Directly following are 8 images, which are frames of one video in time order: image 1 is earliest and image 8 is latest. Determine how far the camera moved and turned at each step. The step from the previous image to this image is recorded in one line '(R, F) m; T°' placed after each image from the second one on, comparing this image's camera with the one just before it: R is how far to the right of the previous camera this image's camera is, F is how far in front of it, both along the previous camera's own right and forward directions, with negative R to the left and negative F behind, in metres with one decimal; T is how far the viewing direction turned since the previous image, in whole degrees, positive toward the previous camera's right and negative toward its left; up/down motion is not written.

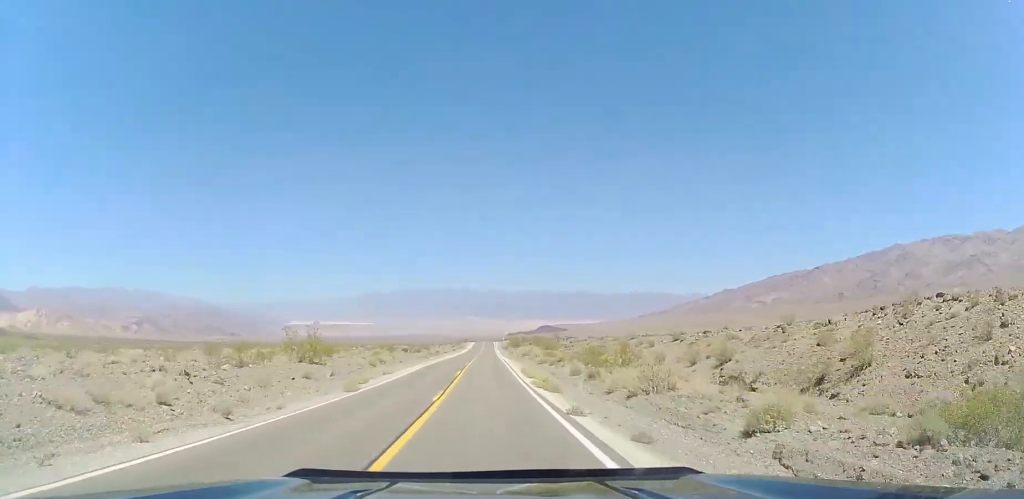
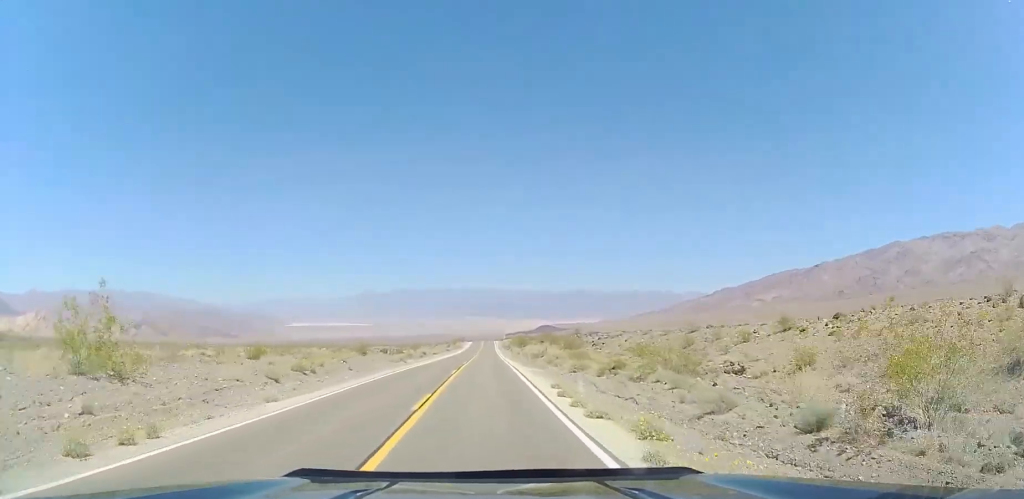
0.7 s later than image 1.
(+0.1, +18.8) m; 0°
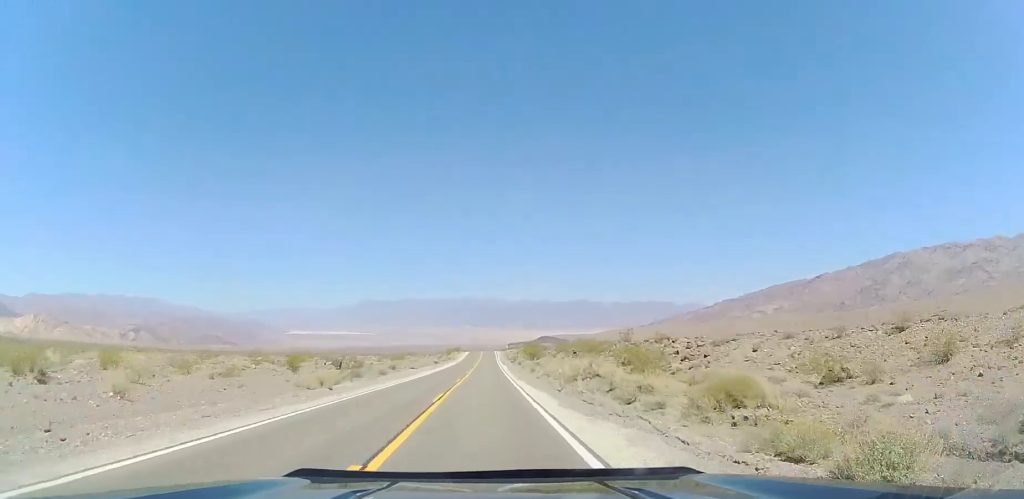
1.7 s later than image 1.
(-0.2, +24.0) m; 0°
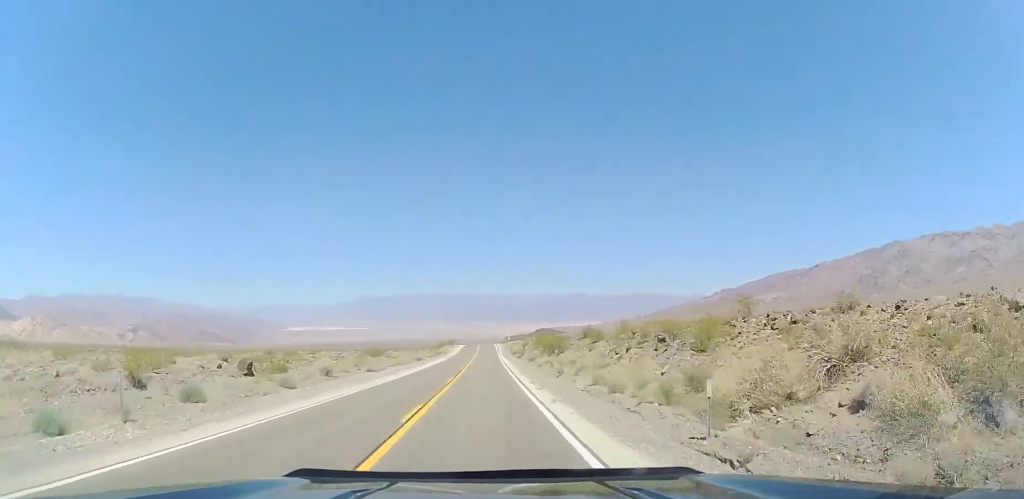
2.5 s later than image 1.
(+0.2, +20.7) m; 0°
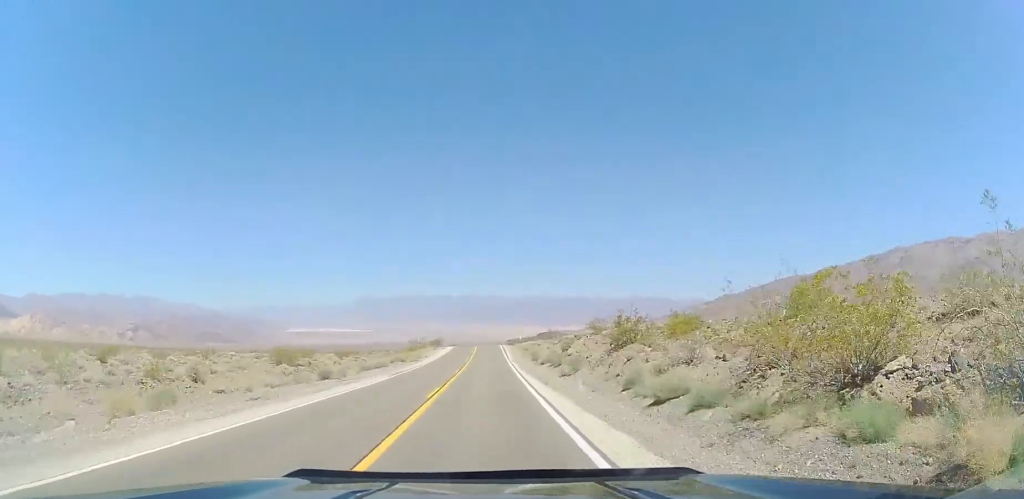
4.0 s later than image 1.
(-0.1, +38.8) m; 0°
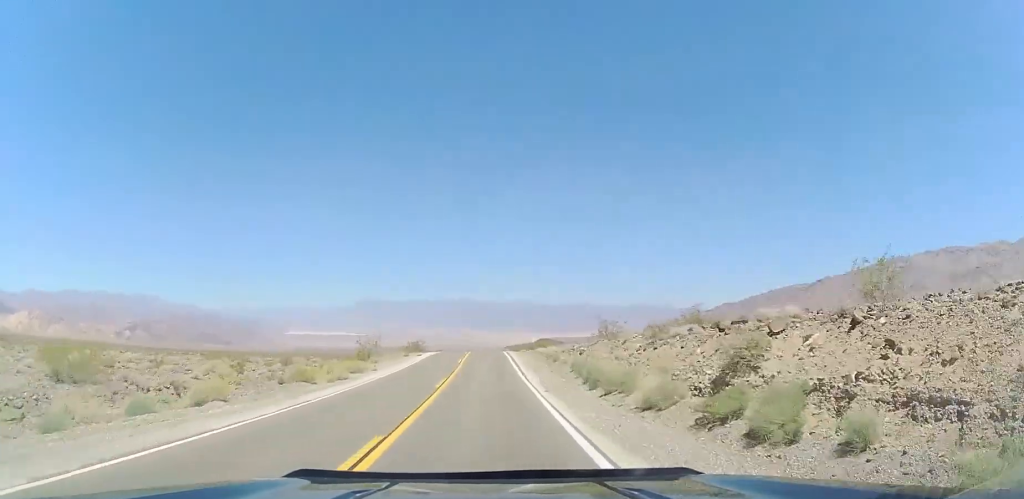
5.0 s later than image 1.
(0.0, +27.4) m; 0°
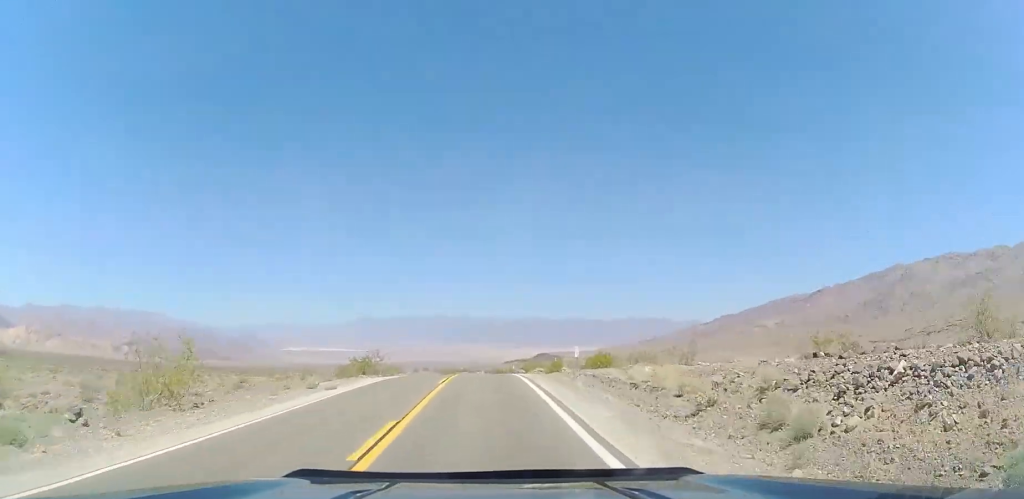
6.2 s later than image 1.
(0.0, +29.8) m; 0°
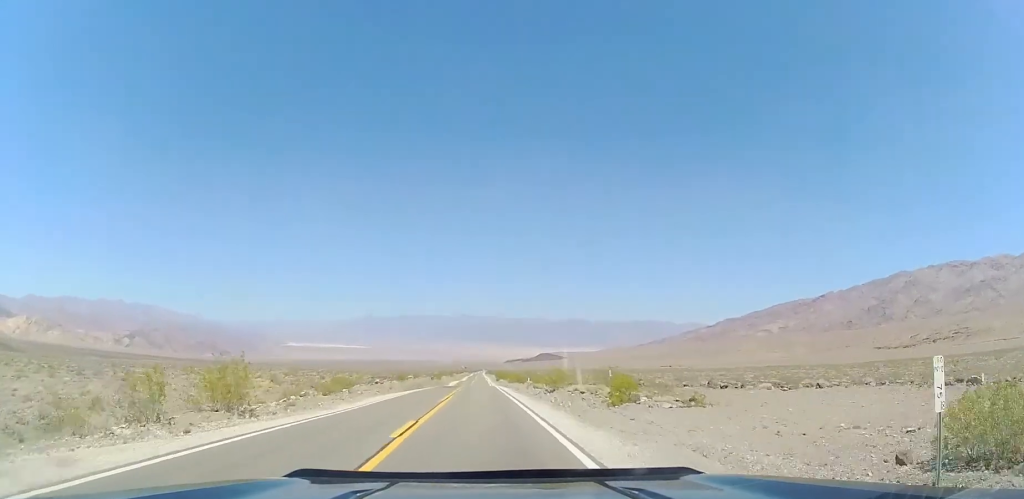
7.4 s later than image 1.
(+0.2, +27.2) m; 0°
